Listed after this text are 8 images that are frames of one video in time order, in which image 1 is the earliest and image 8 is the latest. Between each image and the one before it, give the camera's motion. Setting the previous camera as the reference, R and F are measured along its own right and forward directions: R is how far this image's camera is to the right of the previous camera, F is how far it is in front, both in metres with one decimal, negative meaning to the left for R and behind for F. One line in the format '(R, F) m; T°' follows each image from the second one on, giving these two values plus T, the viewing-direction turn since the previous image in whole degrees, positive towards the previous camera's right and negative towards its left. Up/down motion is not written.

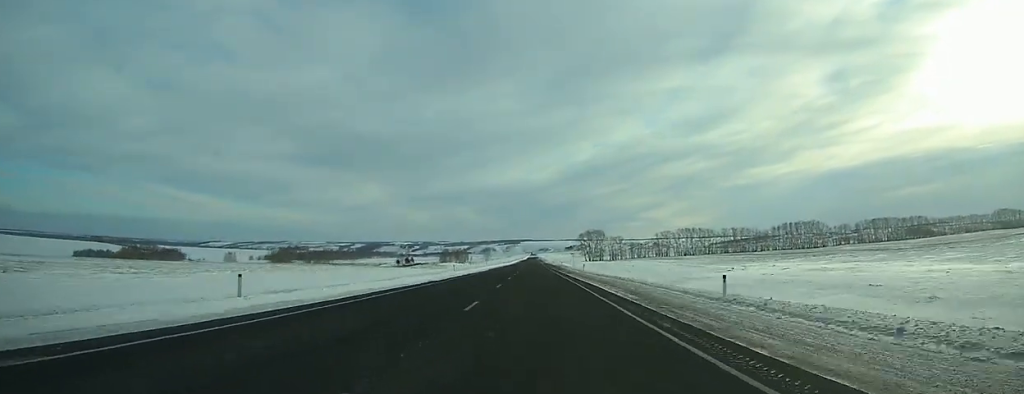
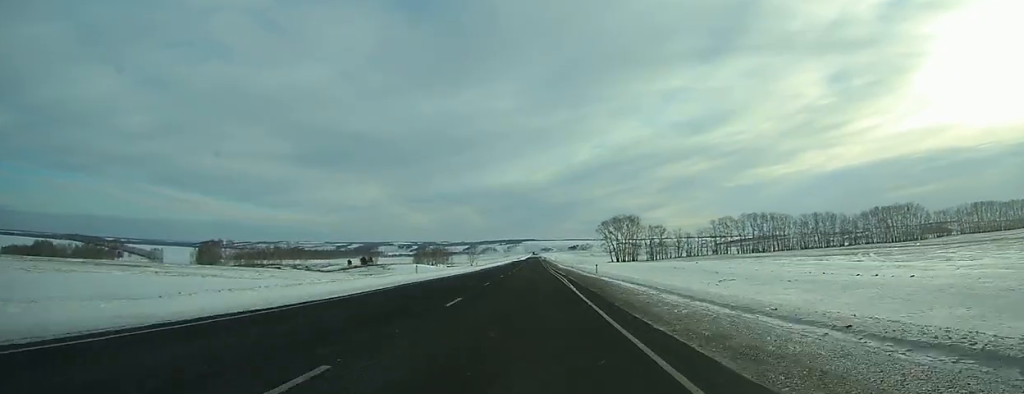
(+0.1, +114.2) m; 0°
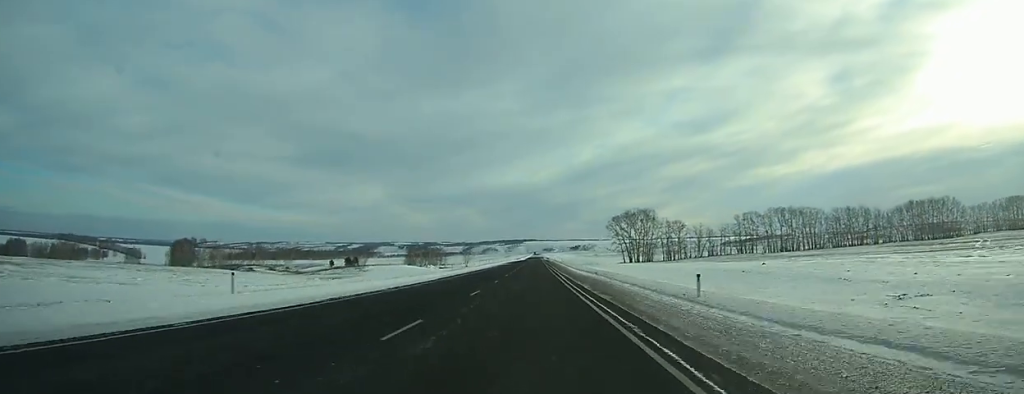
(-0.1, +28.5) m; 0°
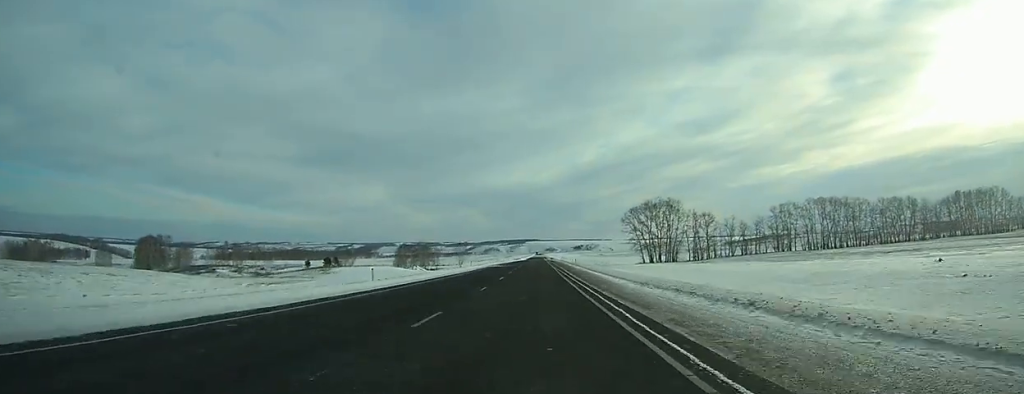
(-0.1, +32.5) m; 0°
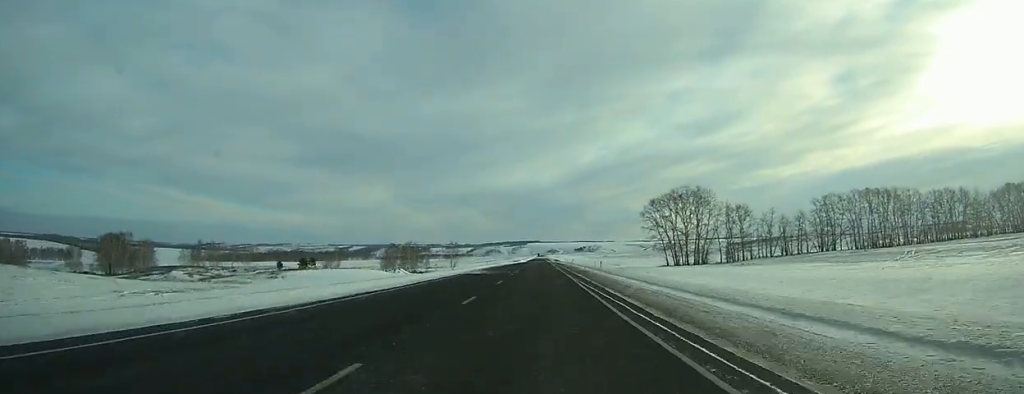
(0.0, +29.4) m; 0°
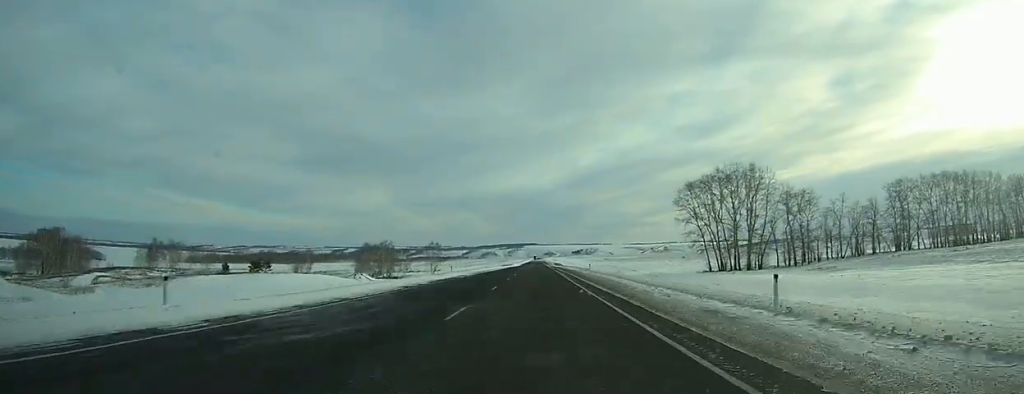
(-0.1, +39.3) m; 0°
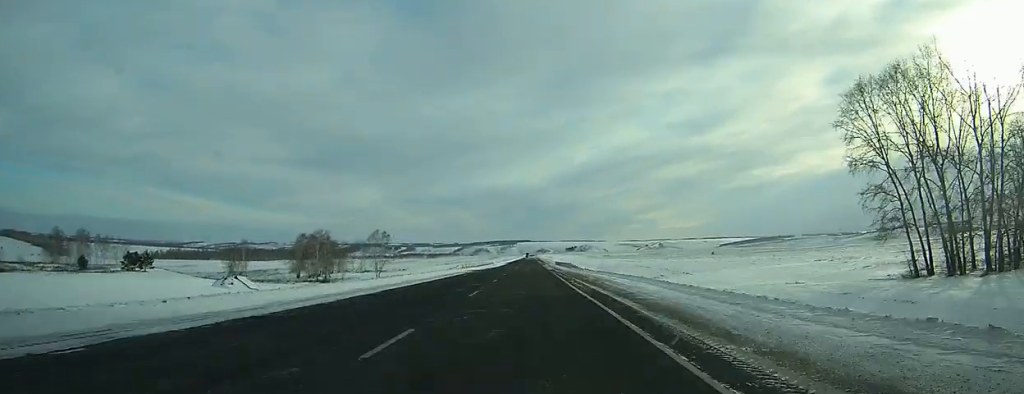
(+0.3, +65.9) m; 0°
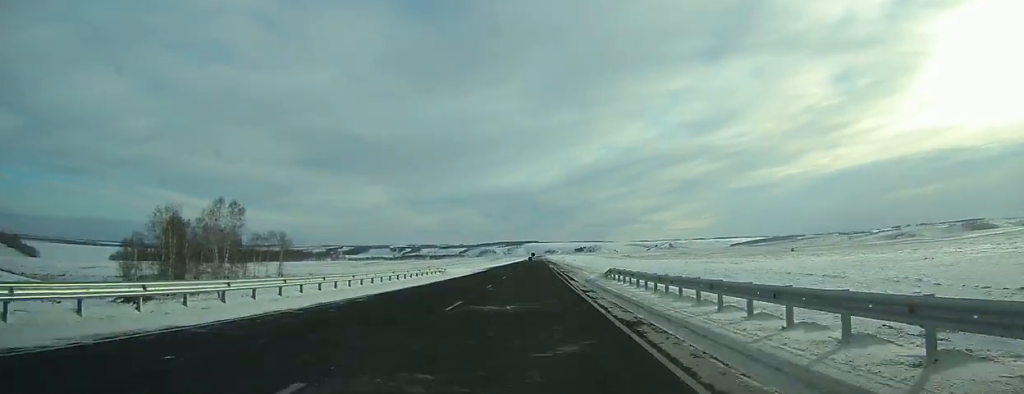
(0.0, +80.6) m; 0°
